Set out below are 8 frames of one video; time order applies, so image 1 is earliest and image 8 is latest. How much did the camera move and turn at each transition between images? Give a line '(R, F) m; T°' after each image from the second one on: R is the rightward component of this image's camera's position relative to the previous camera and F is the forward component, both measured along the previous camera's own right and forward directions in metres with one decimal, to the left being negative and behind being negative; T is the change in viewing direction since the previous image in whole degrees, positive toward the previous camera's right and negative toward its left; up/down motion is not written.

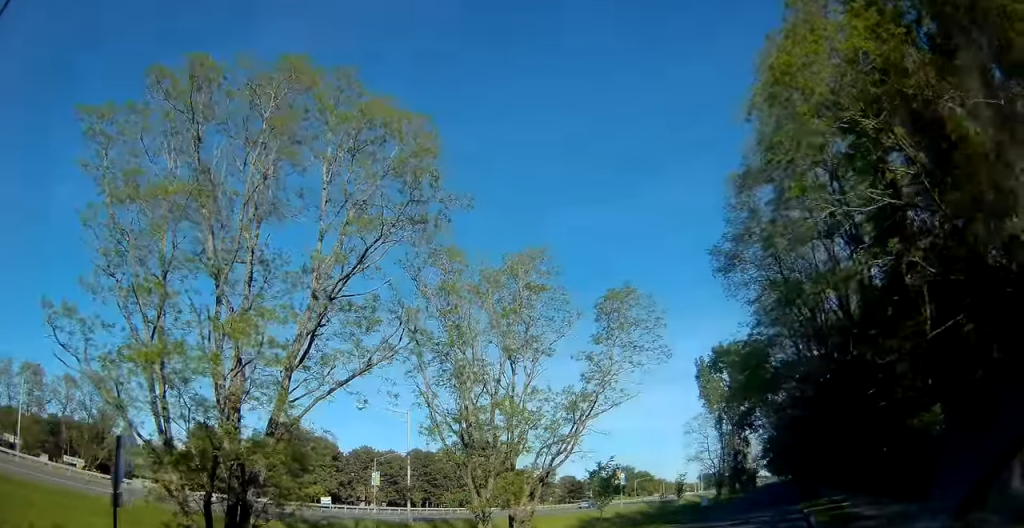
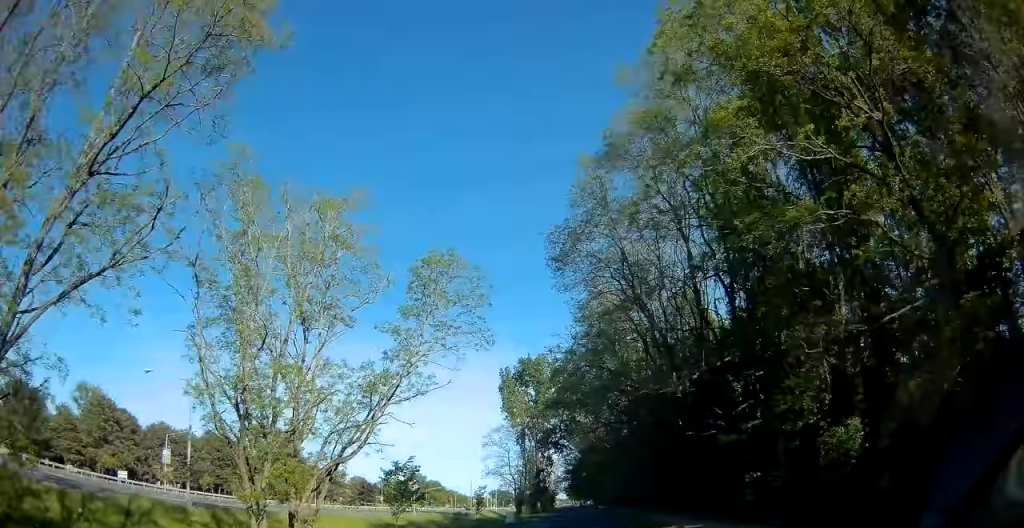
(+0.6, +4.0) m; +7°
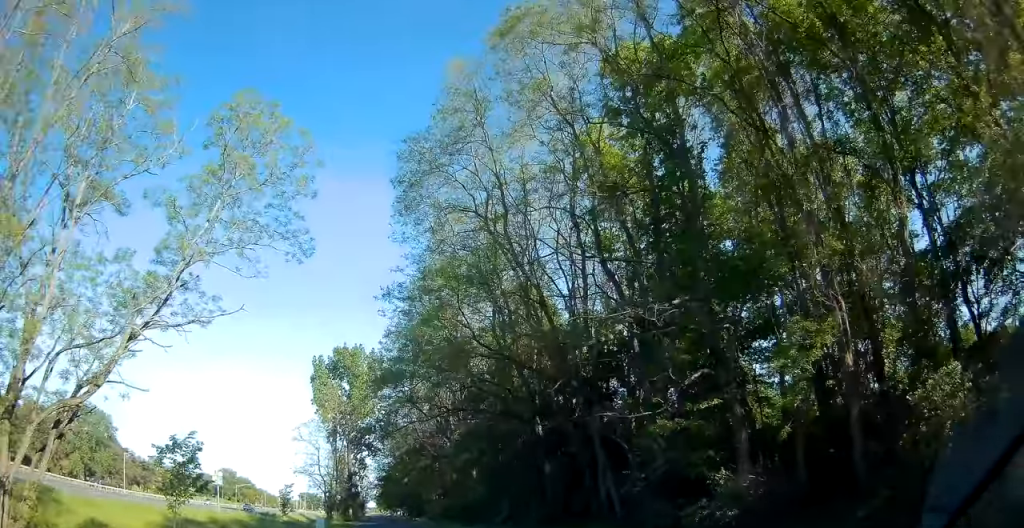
(+0.3, +7.7) m; +10°
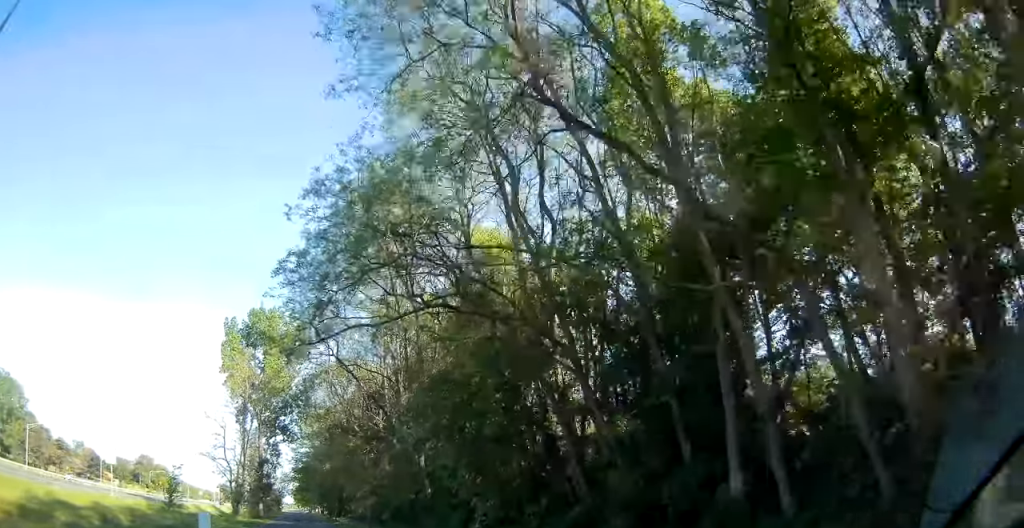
(+1.9, +11.7) m; +13°
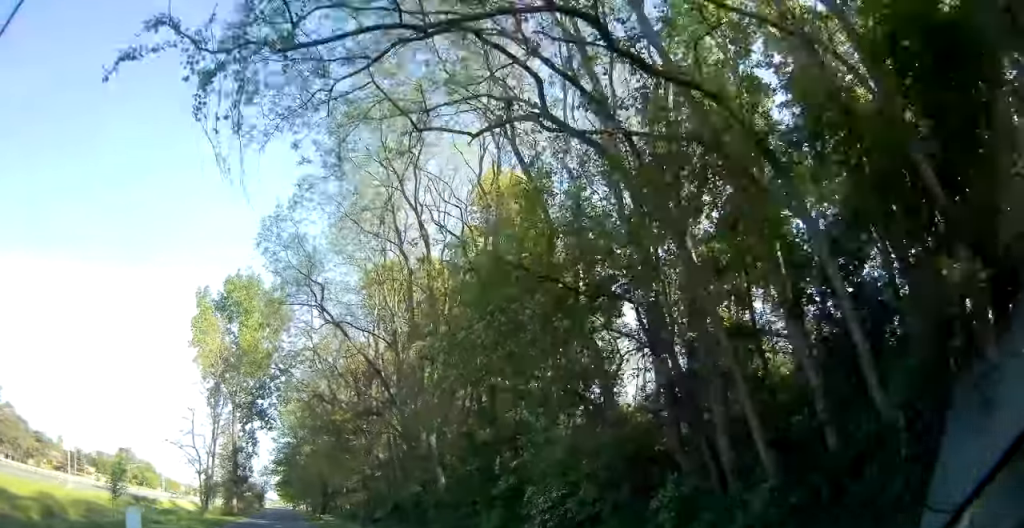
(+0.2, +8.1) m; +2°
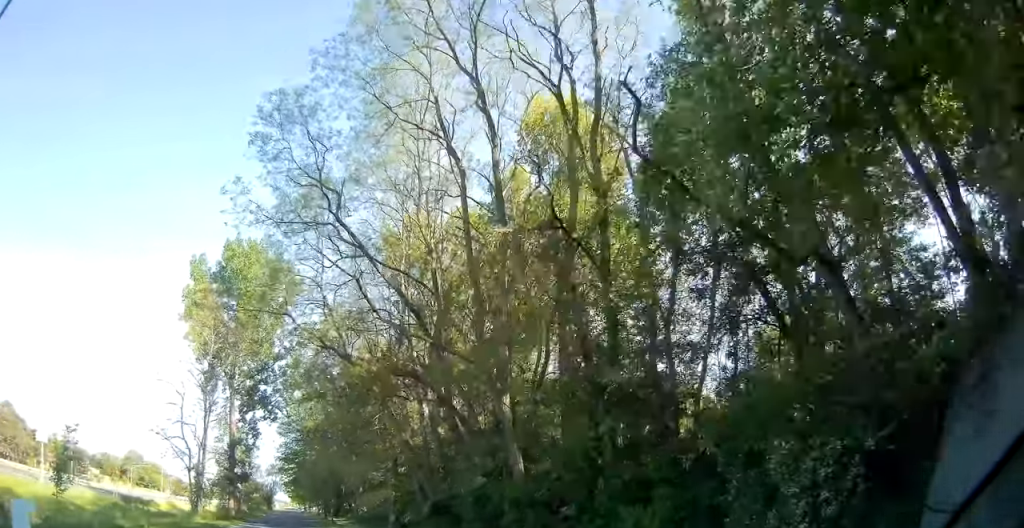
(0.0, +8.4) m; 0°
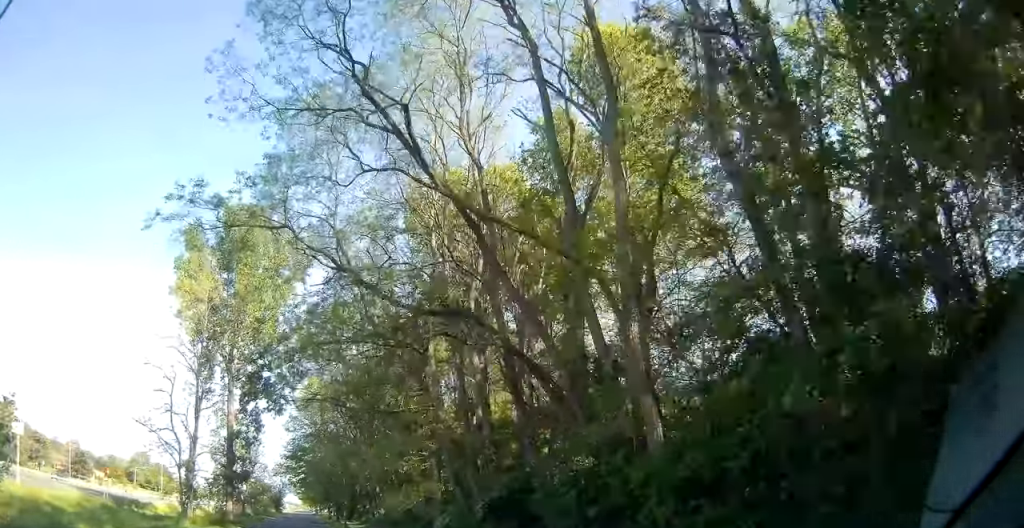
(0.0, +6.2) m; 0°
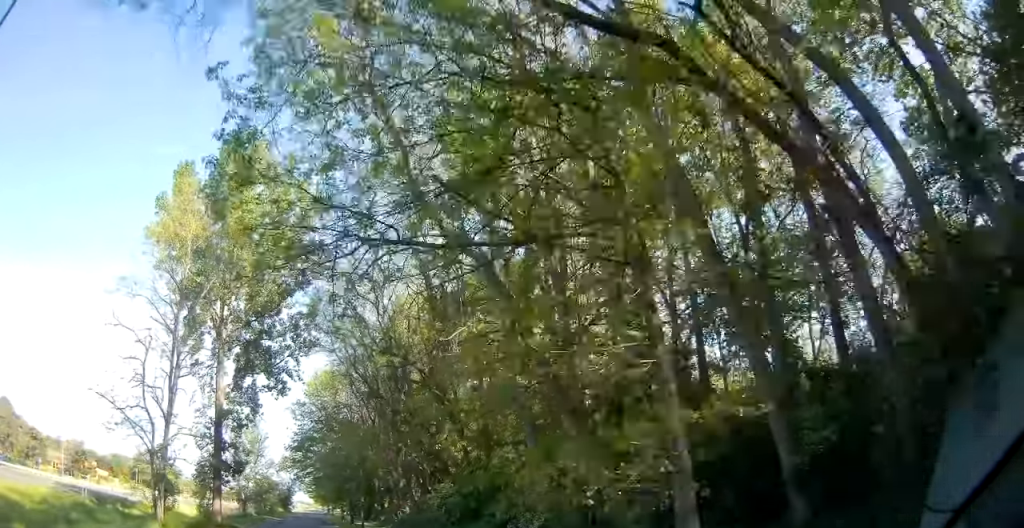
(0.0, +8.5) m; -1°
